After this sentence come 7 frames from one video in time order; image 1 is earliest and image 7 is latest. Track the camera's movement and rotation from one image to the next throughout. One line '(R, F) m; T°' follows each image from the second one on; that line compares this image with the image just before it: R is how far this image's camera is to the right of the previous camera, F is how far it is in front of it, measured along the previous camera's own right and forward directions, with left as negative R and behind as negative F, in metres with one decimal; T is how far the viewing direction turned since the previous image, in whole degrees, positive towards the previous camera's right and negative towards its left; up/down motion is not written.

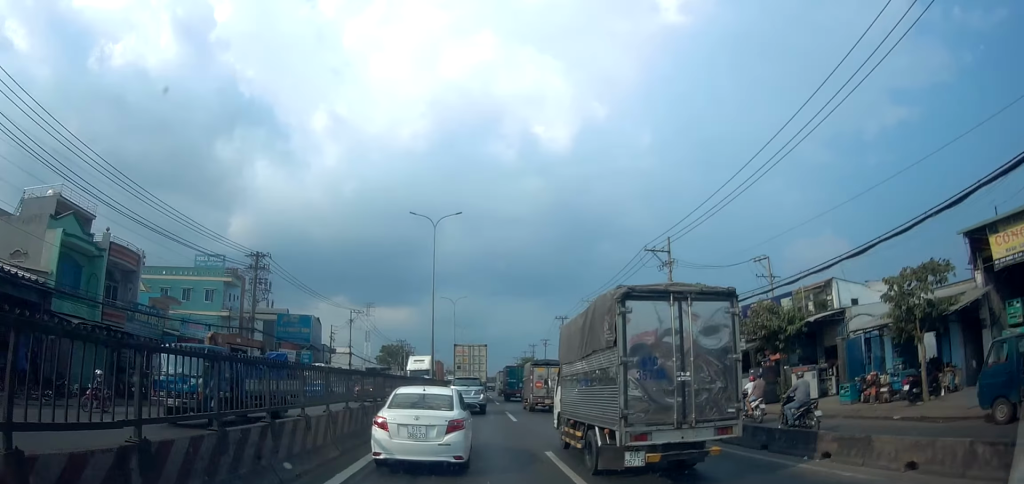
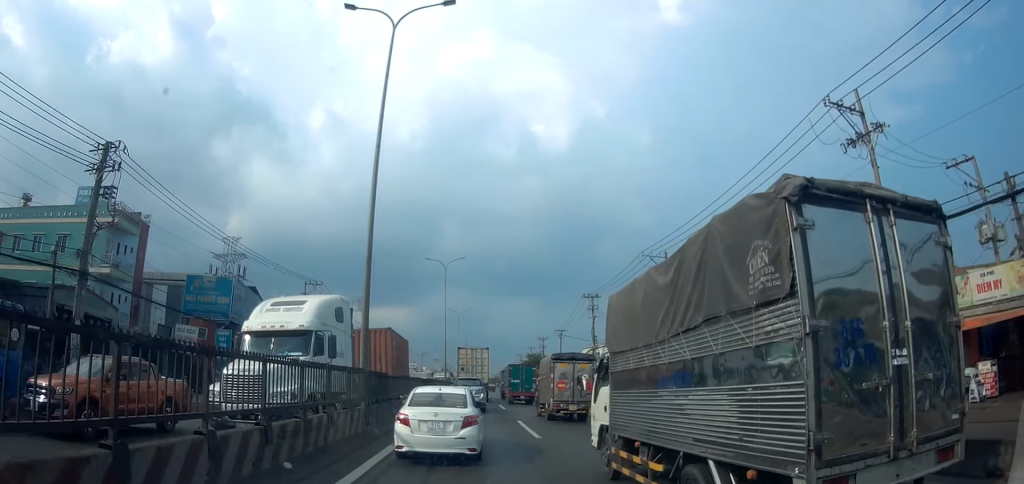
(-0.2, +21.9) m; -1°
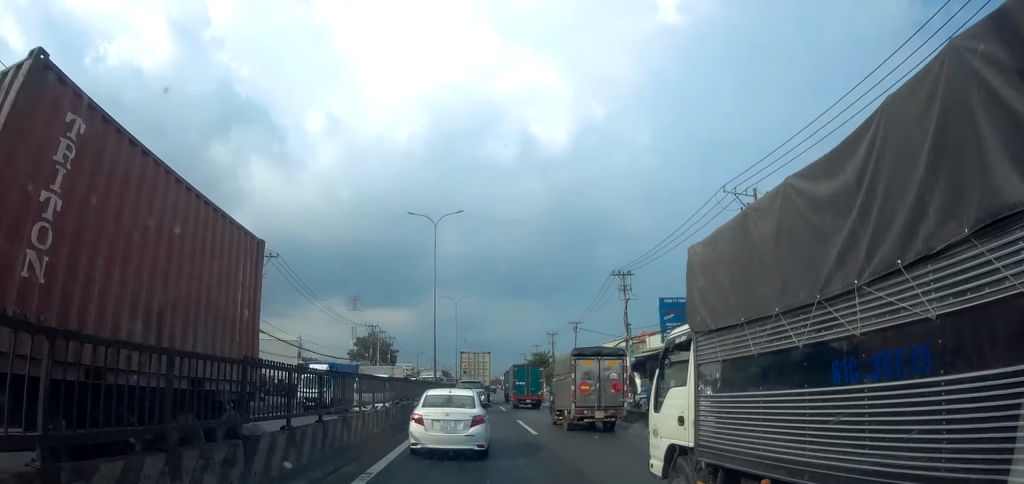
(0.0, +13.9) m; 0°
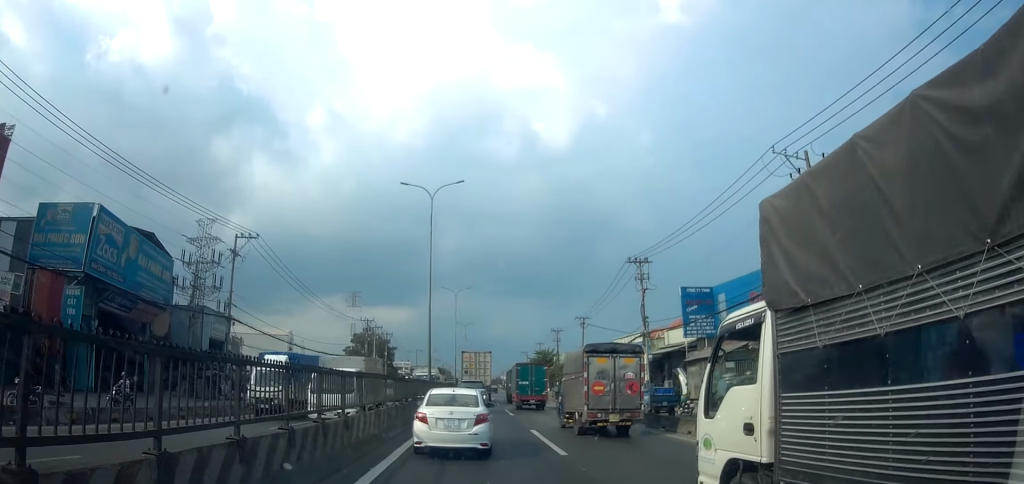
(0.0, +4.8) m; 0°
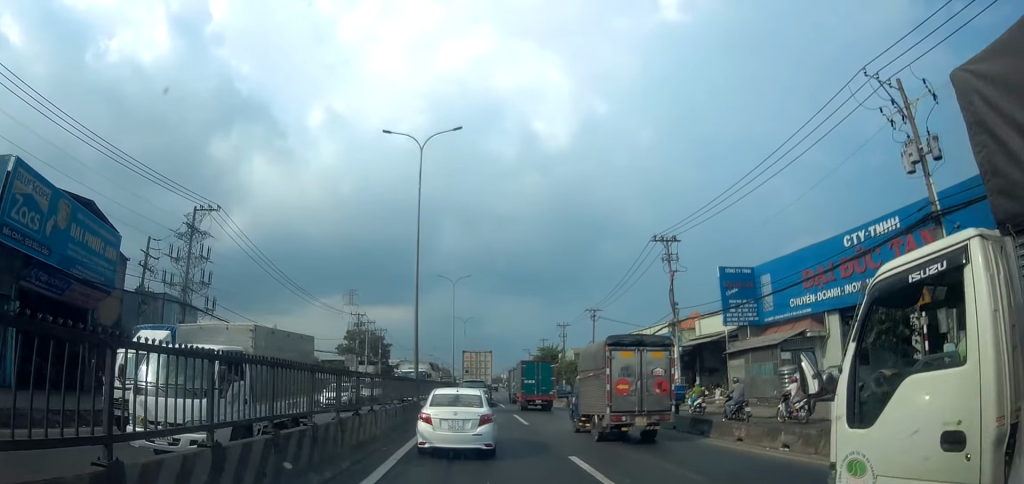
(0.0, +6.8) m; +1°
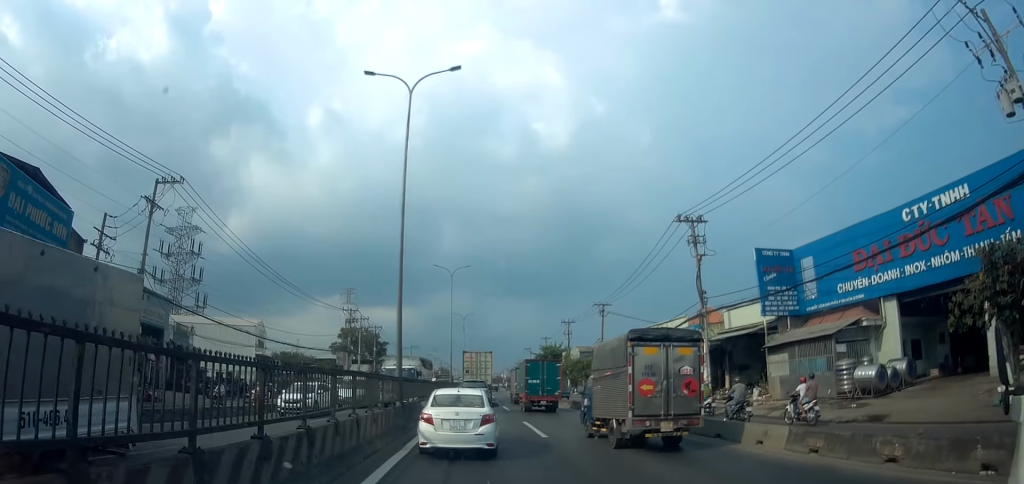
(-0.1, +4.9) m; +2°
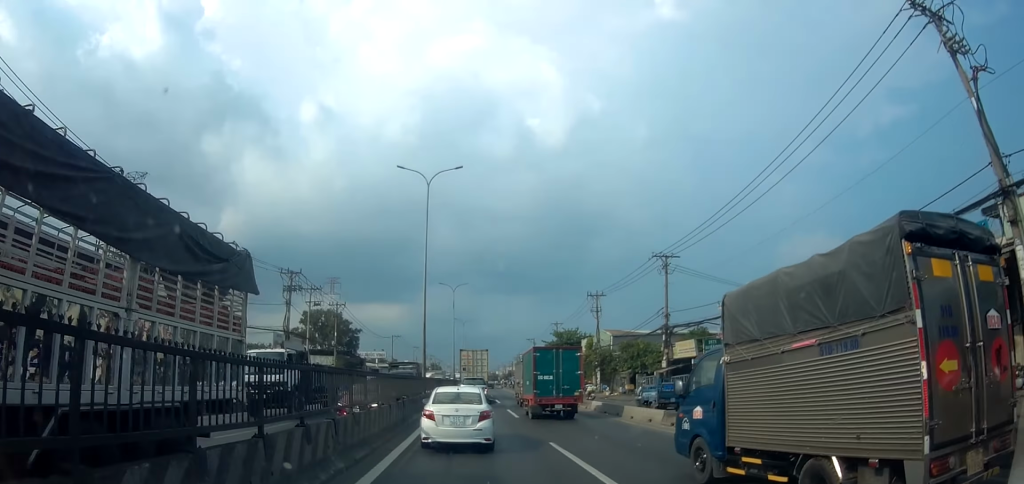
(+0.5, +23.4) m; -3°
